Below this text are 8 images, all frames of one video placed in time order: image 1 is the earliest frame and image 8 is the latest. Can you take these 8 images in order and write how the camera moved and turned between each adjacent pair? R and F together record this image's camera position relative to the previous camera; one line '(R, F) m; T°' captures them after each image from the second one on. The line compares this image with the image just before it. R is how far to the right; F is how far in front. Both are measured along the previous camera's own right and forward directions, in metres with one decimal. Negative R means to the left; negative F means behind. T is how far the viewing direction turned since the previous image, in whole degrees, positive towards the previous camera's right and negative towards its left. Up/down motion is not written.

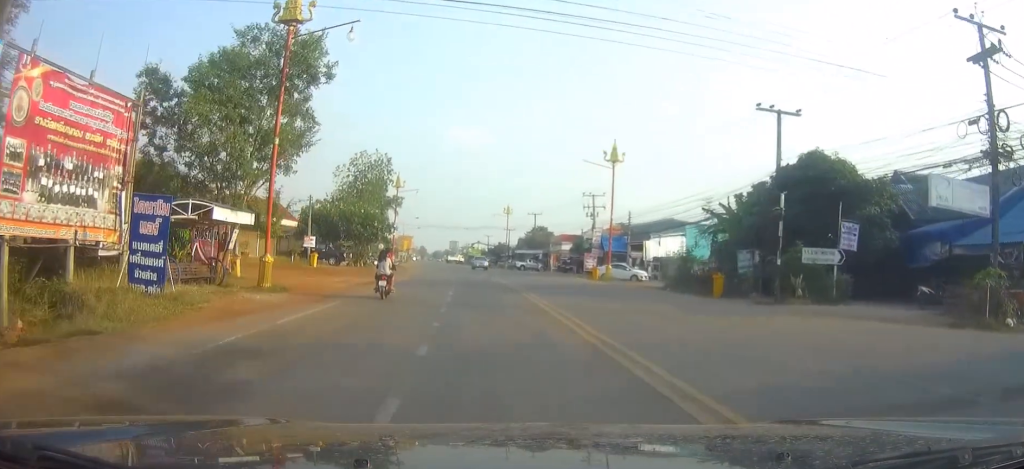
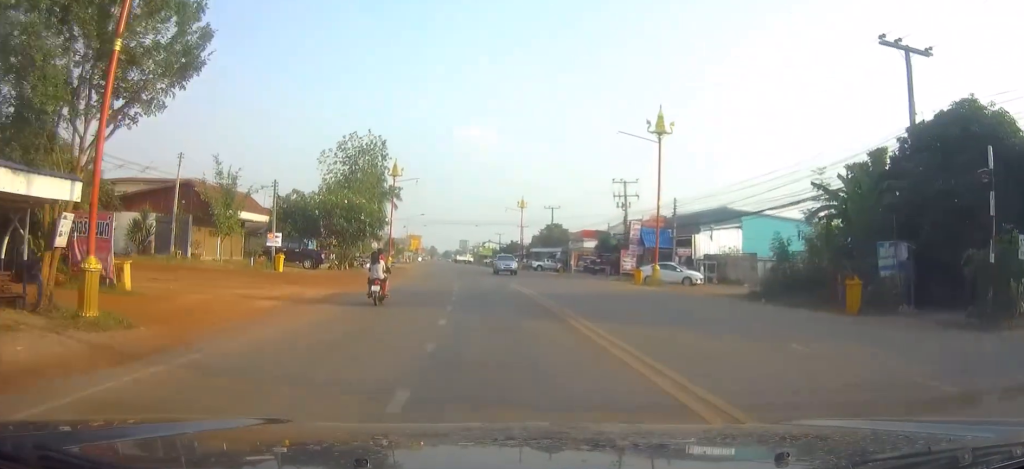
(-0.2, +11.7) m; -2°
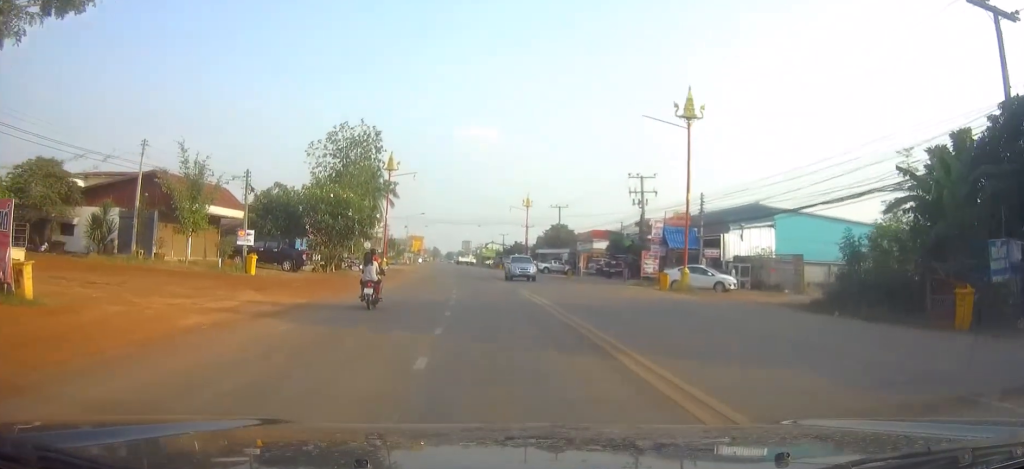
(0.0, +6.1) m; -1°
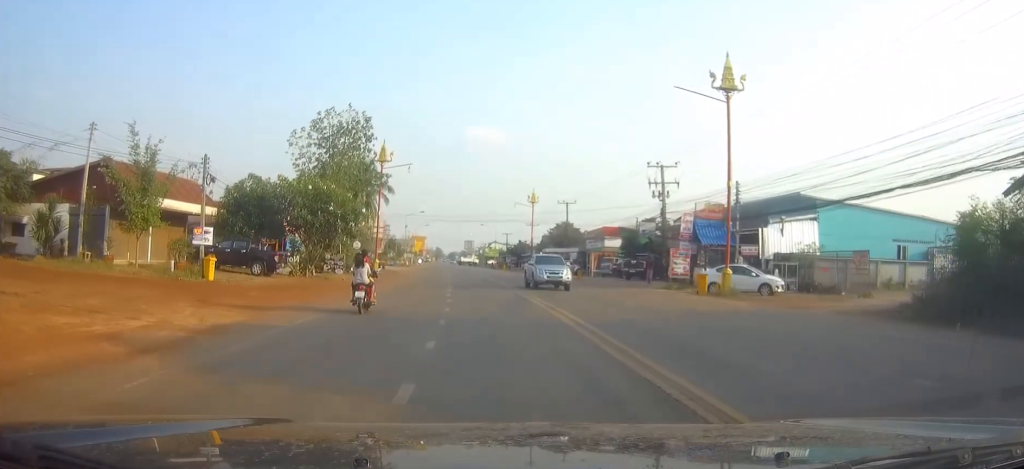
(-0.1, +6.1) m; 0°
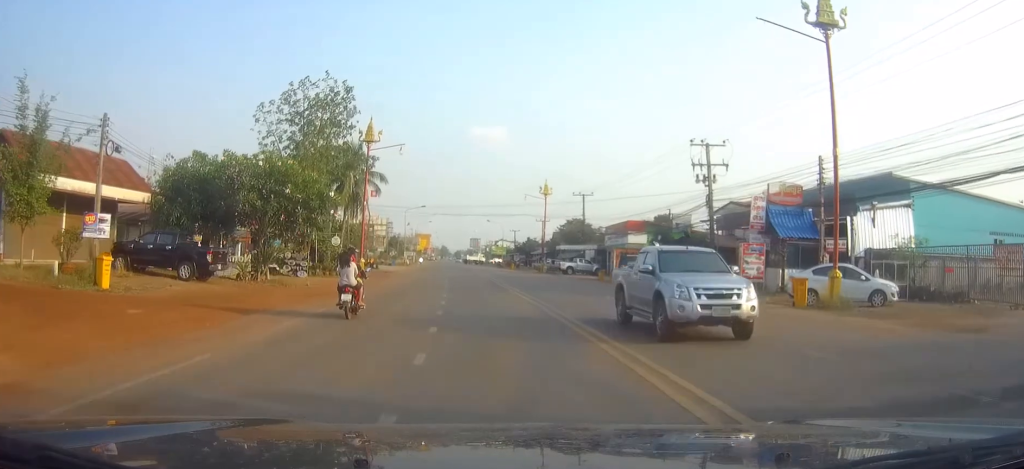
(0.0, +9.8) m; -1°
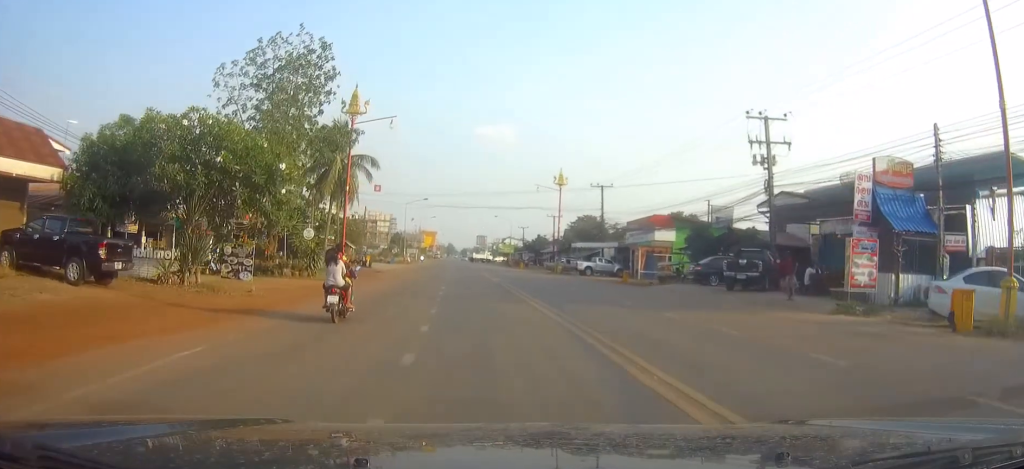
(0.0, +8.6) m; 0°
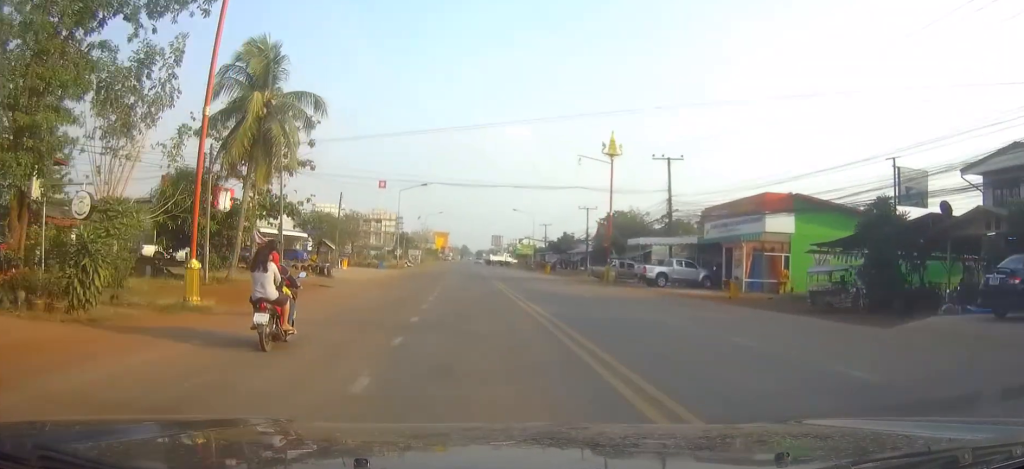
(-0.1, +21.9) m; -1°
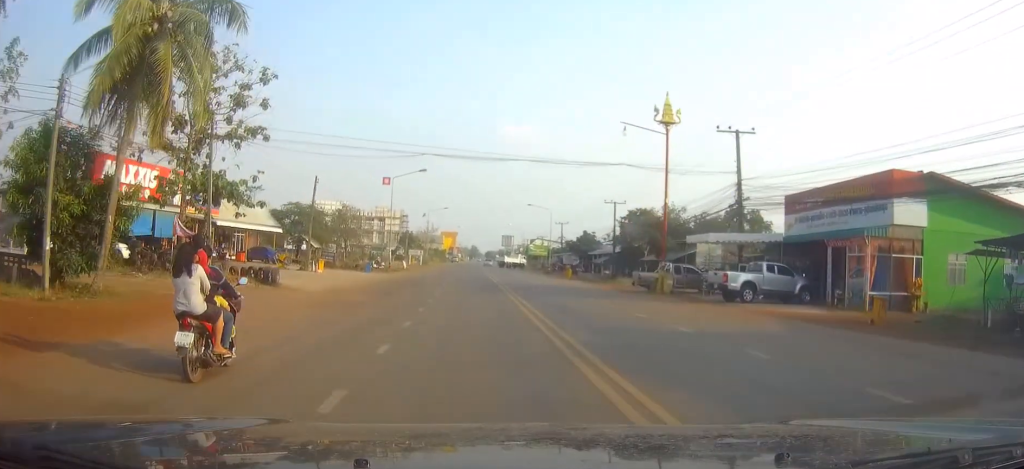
(-0.1, +13.5) m; 0°
